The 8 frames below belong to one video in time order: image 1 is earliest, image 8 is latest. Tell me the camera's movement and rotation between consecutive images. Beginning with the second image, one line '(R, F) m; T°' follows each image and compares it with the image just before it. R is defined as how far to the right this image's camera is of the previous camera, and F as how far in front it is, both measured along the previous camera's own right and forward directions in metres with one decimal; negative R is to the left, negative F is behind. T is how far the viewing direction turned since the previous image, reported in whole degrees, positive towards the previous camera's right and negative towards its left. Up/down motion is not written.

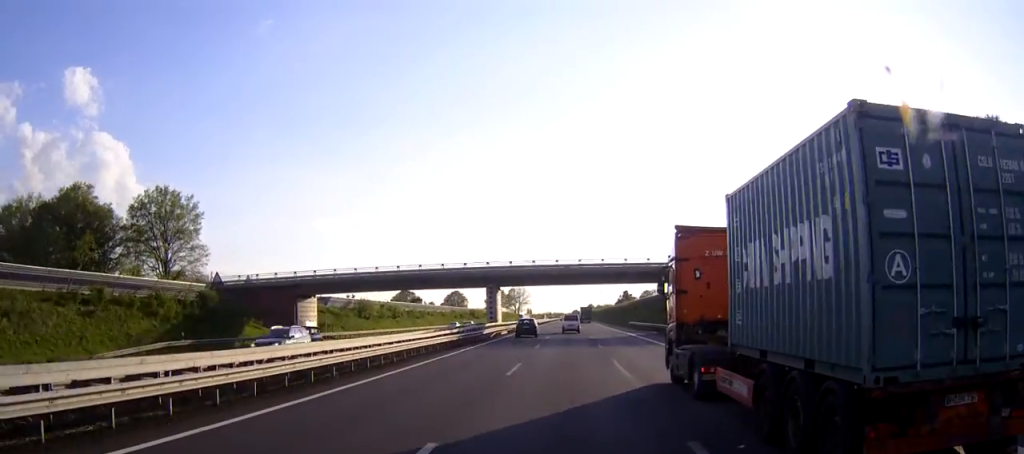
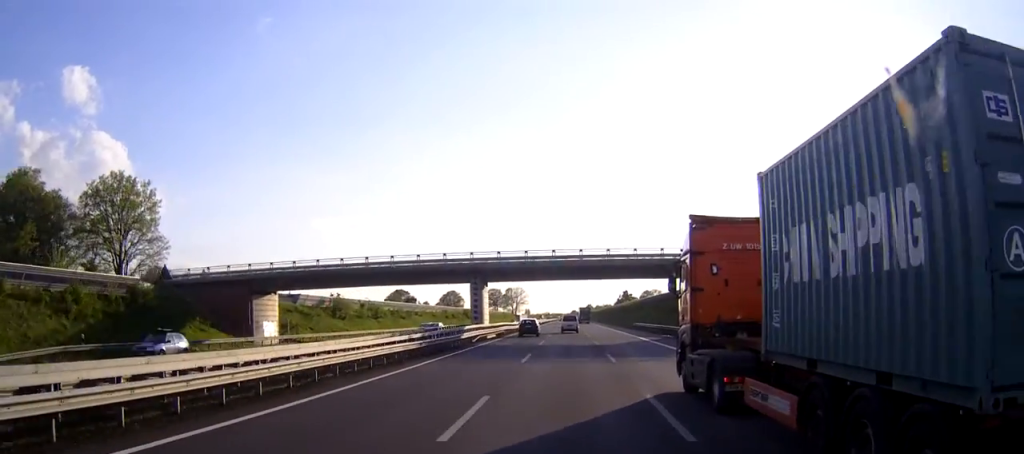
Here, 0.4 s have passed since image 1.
(0.0, +11.7) m; 0°
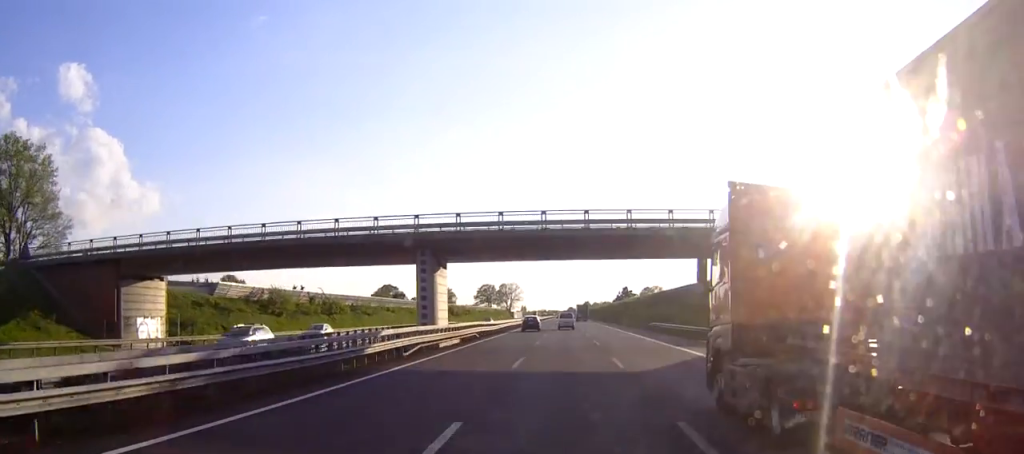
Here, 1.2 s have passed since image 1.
(0.0, +22.4) m; 0°
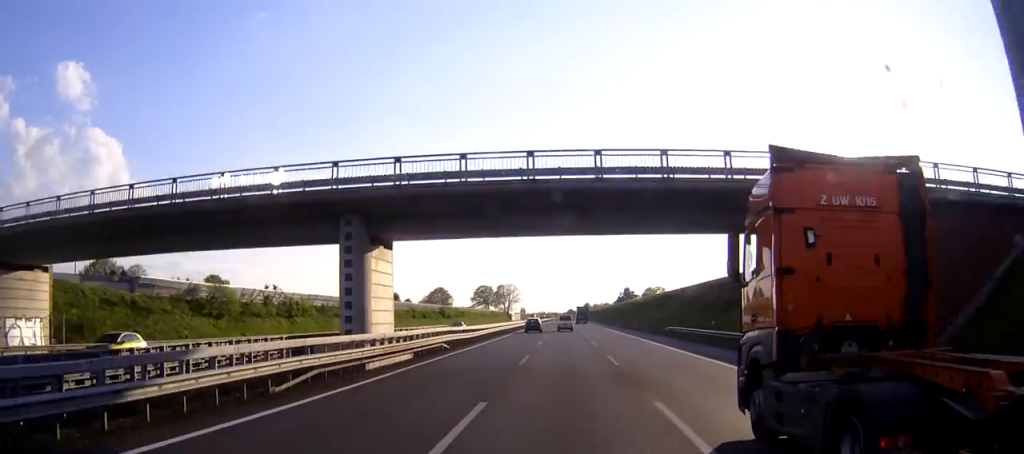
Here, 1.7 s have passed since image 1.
(0.0, +14.5) m; 0°
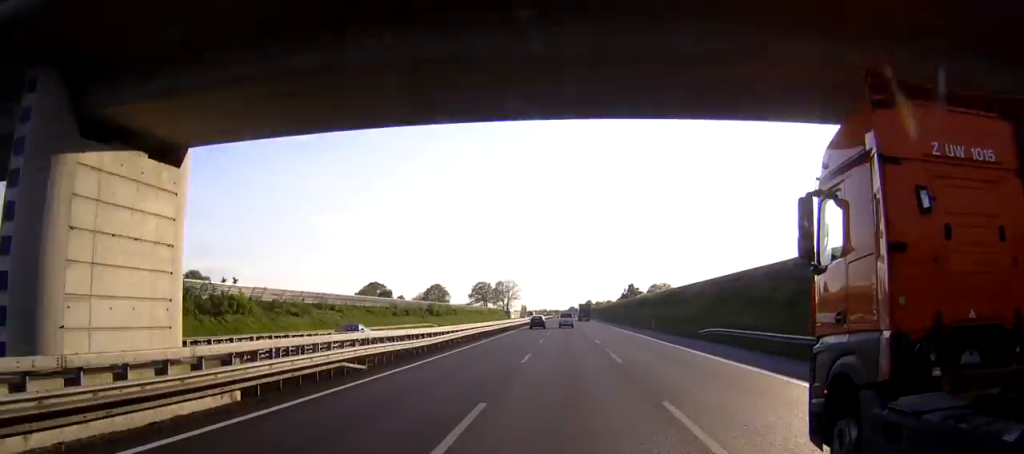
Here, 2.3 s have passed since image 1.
(0.0, +18.4) m; 0°
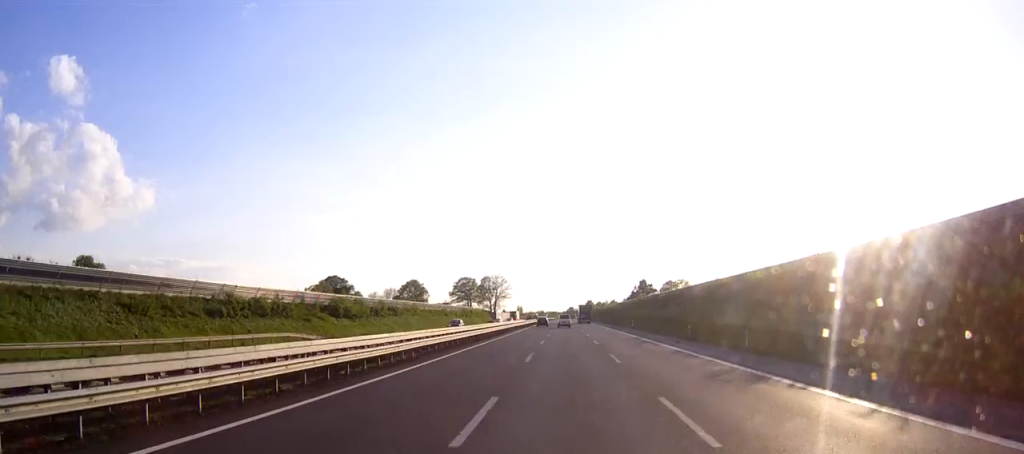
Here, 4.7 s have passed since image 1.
(+0.1, +70.0) m; 0°
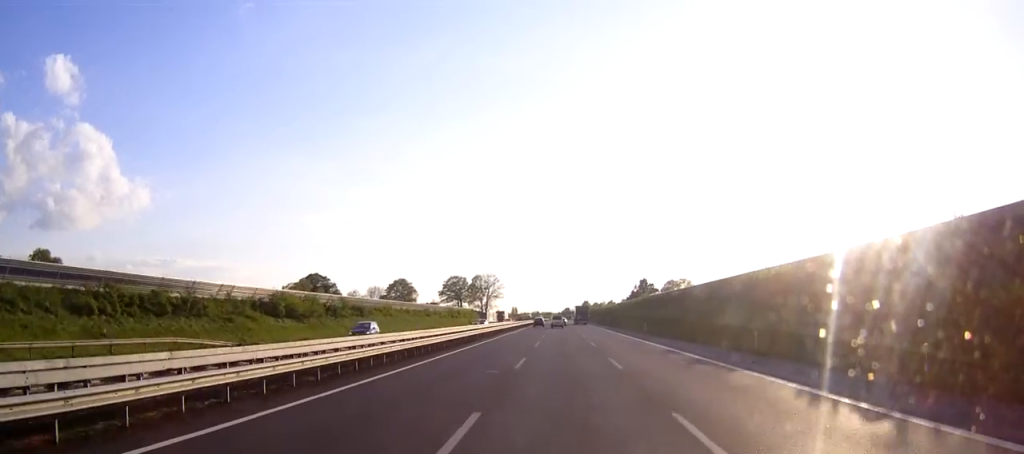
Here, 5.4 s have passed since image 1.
(0.0, +20.4) m; 0°
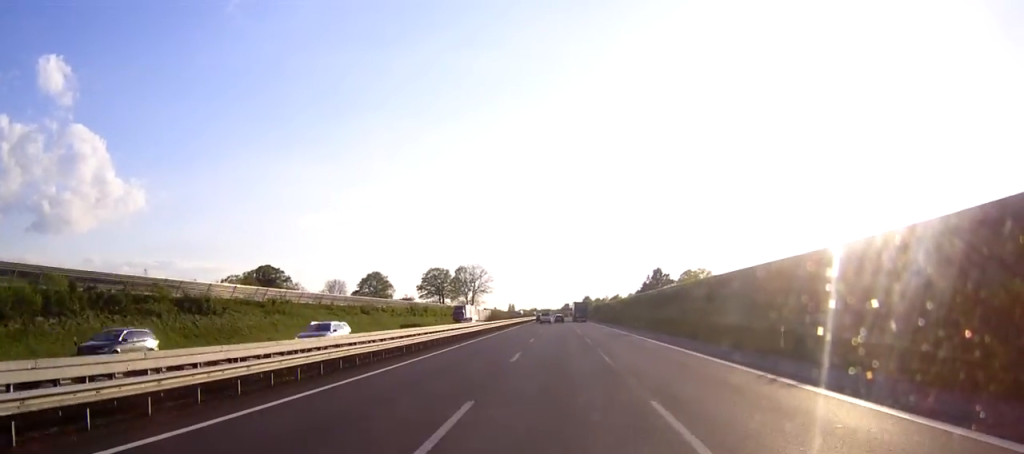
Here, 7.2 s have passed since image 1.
(+0.1, +52.5) m; 0°
